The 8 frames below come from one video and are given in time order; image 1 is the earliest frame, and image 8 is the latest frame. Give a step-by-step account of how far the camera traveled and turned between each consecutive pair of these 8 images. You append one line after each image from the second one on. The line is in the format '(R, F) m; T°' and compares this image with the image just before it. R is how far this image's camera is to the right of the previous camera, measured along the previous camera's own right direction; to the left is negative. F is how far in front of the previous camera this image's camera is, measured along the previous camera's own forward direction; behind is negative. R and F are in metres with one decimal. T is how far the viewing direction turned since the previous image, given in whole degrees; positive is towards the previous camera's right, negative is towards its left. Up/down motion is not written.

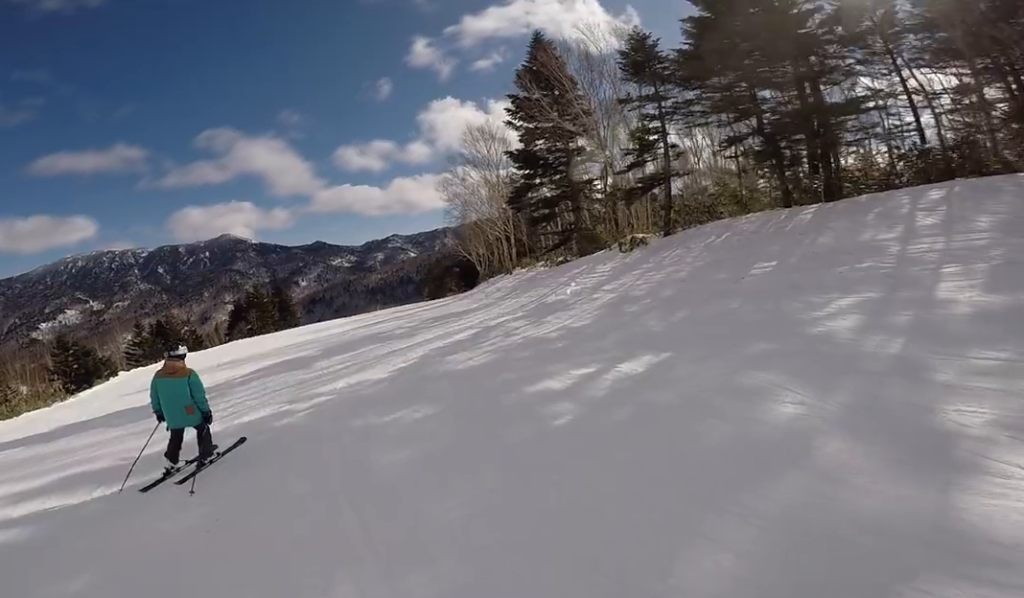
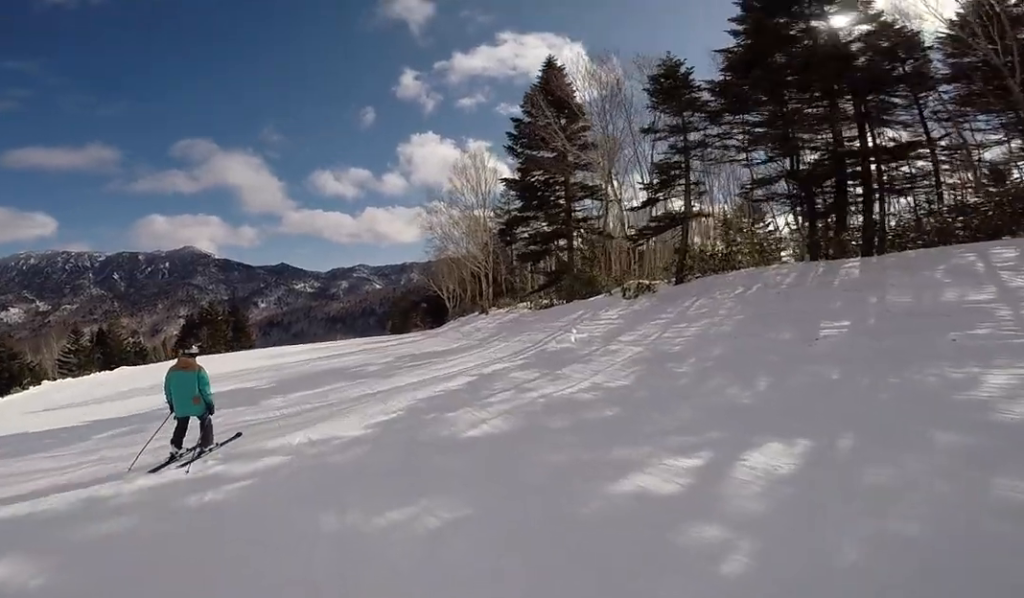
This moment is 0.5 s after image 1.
(0.0, +2.2) m; +9°
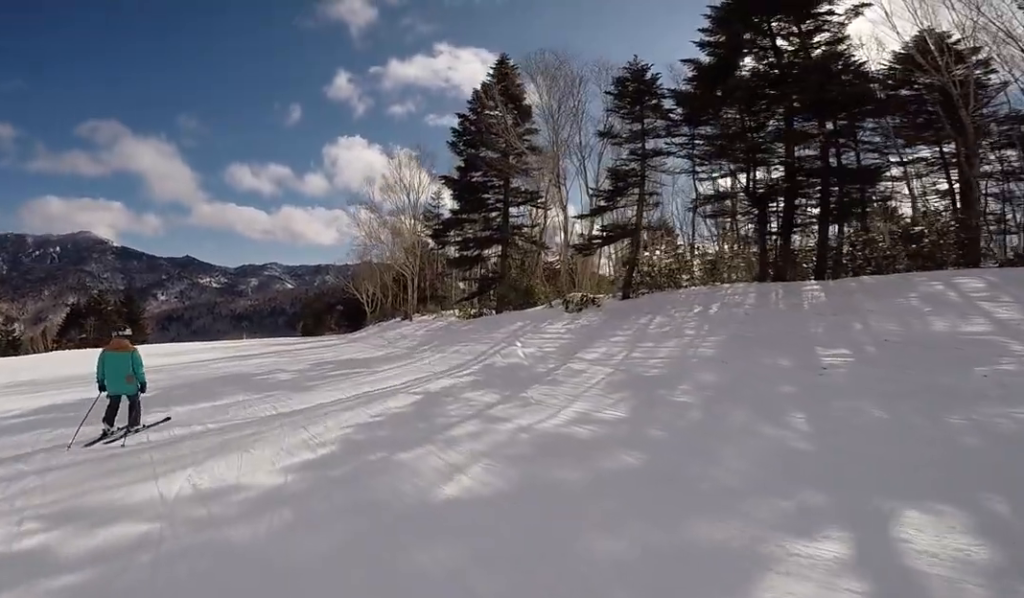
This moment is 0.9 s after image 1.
(+0.4, +2.1) m; +9°
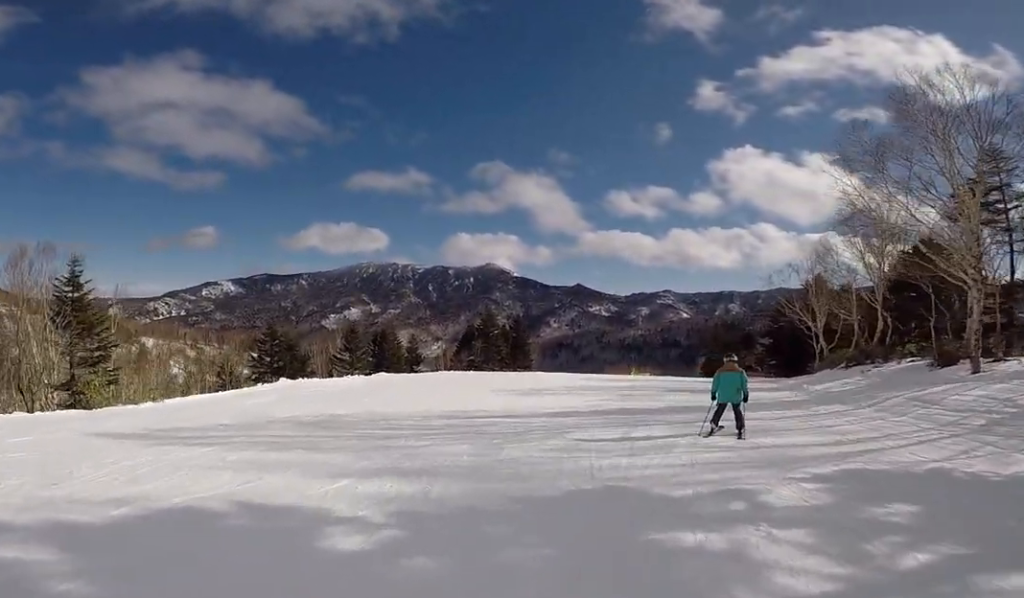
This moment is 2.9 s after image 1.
(+0.1, +9.0) m; -10°
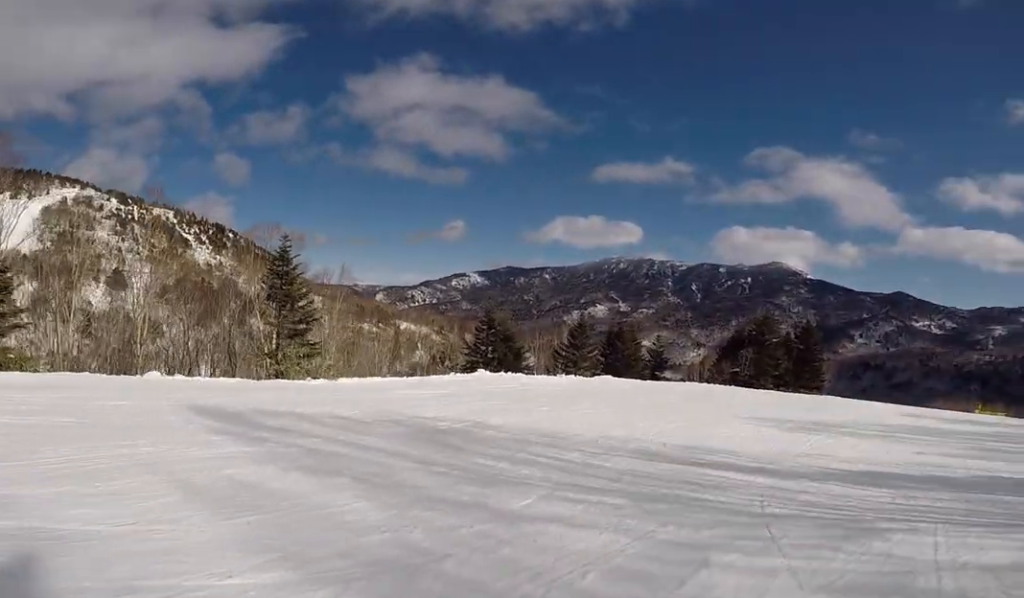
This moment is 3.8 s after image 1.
(-0.2, +4.5) m; -3°
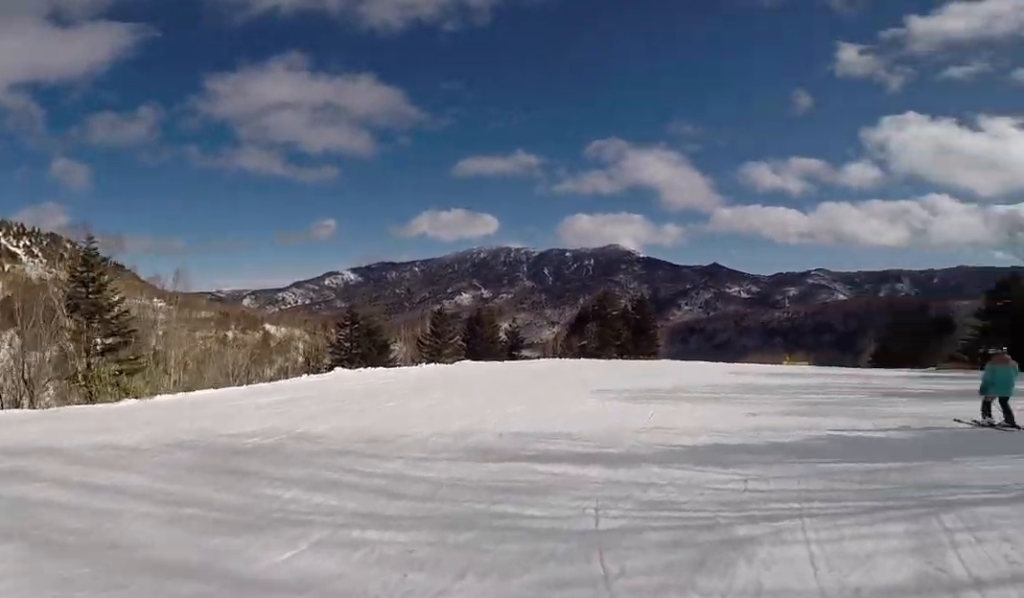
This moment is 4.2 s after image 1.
(+0.5, +2.0) m; 0°
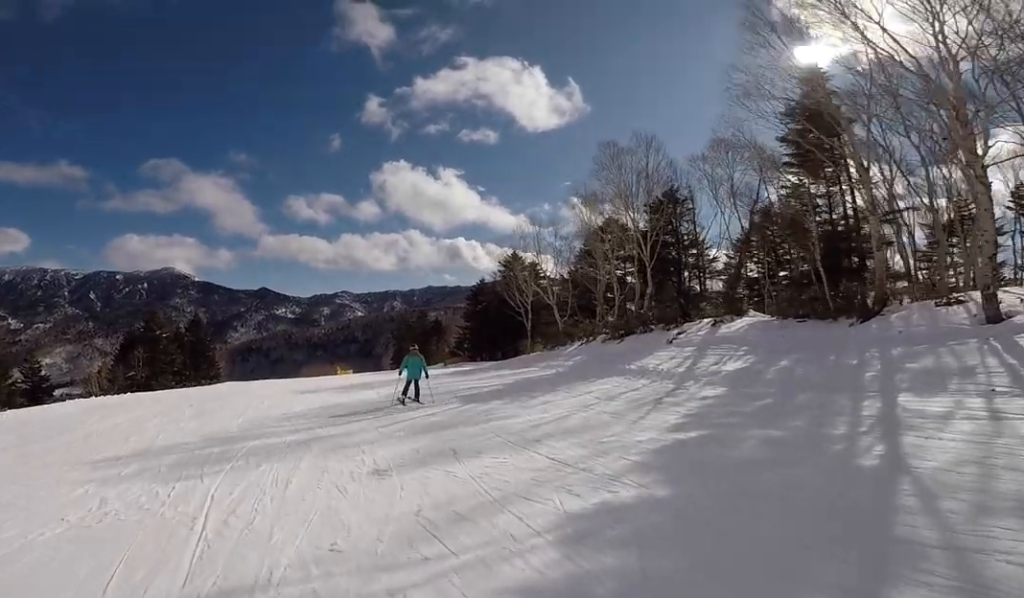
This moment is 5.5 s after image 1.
(-0.8, +6.1) m; +8°
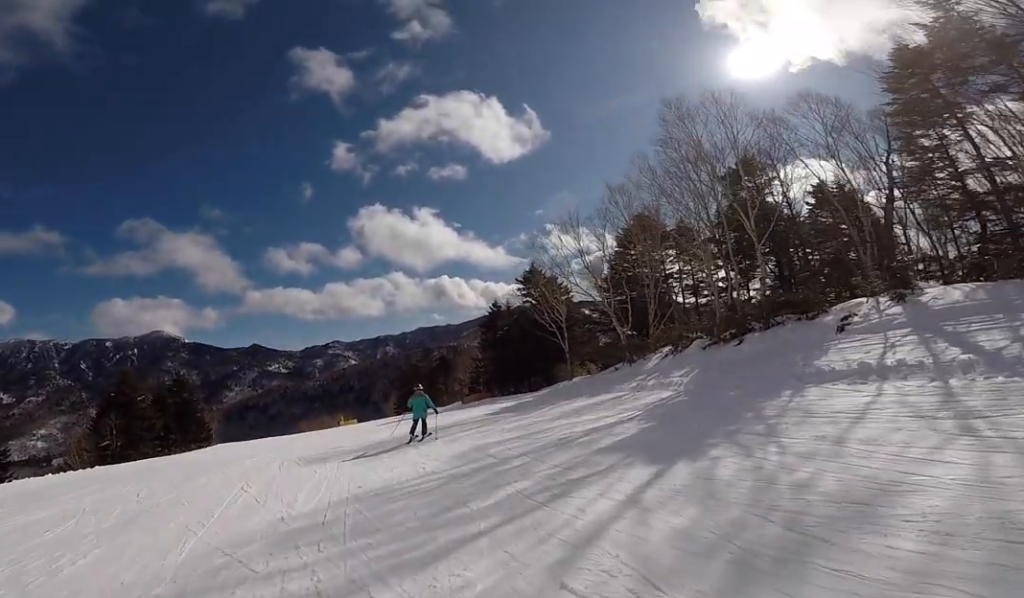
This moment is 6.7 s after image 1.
(+1.6, +5.9) m; +10°
